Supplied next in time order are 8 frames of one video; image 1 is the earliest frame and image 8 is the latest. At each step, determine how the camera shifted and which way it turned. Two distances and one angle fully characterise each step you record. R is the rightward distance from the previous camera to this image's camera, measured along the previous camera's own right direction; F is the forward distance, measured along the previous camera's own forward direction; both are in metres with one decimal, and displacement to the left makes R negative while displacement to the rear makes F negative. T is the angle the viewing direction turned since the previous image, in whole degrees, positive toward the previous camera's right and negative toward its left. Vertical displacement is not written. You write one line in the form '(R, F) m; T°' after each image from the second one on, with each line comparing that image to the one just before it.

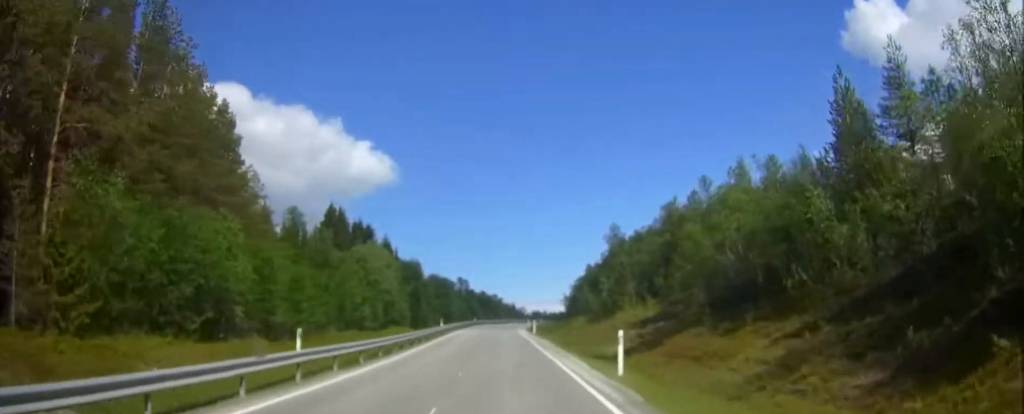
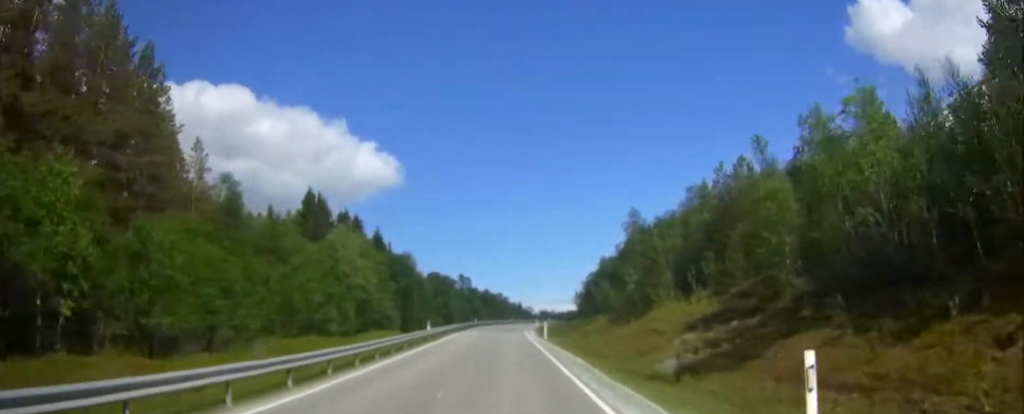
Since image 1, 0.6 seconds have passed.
(-0.2, +12.4) m; -1°
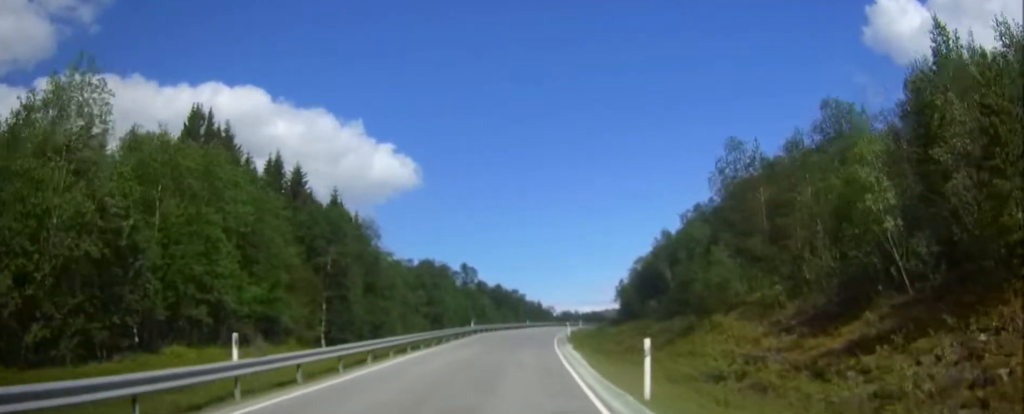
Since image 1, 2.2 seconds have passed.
(-0.6, +34.7) m; -1°
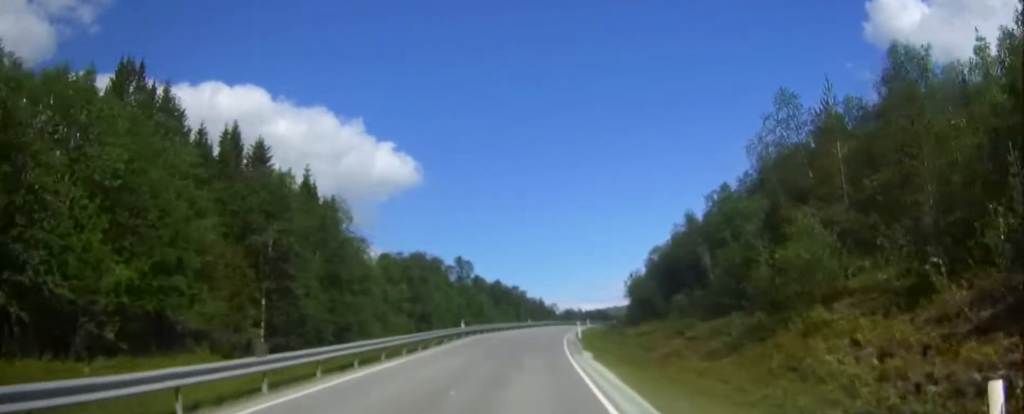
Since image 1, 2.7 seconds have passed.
(+0.1, +10.7) m; 0°
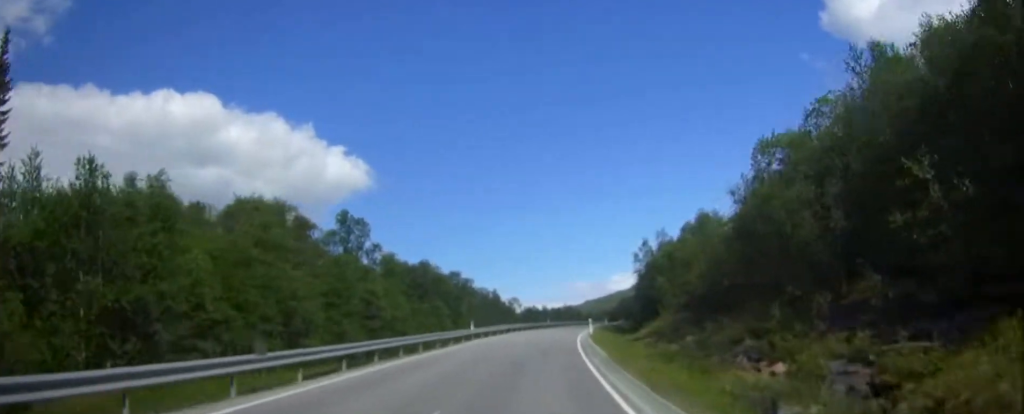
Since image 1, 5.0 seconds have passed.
(+1.1, +48.9) m; +4°
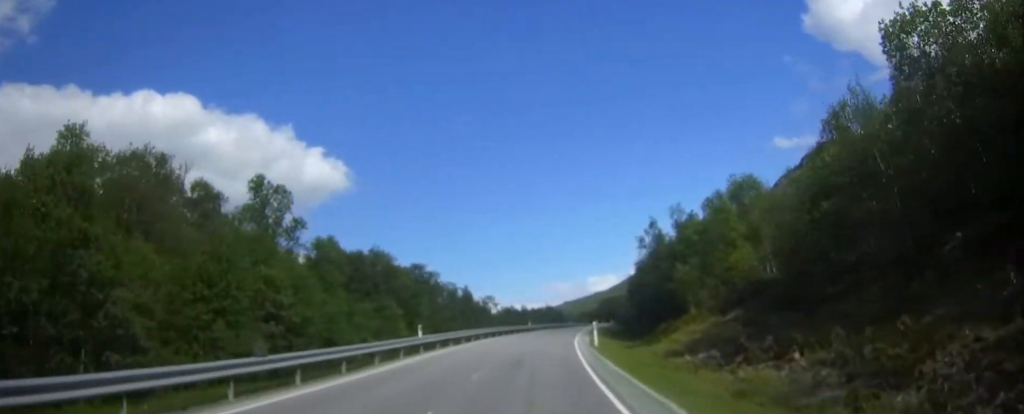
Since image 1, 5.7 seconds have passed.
(+0.4, +15.5) m; +1°
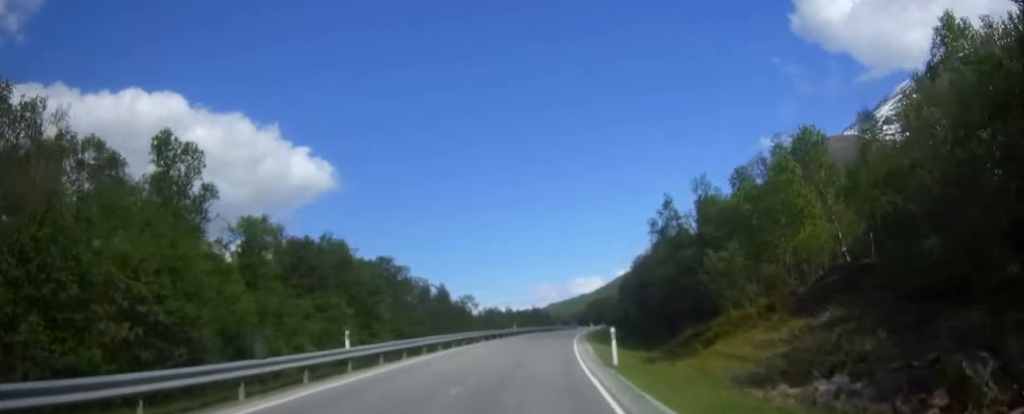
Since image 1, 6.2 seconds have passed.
(+0.1, +11.3) m; +1°
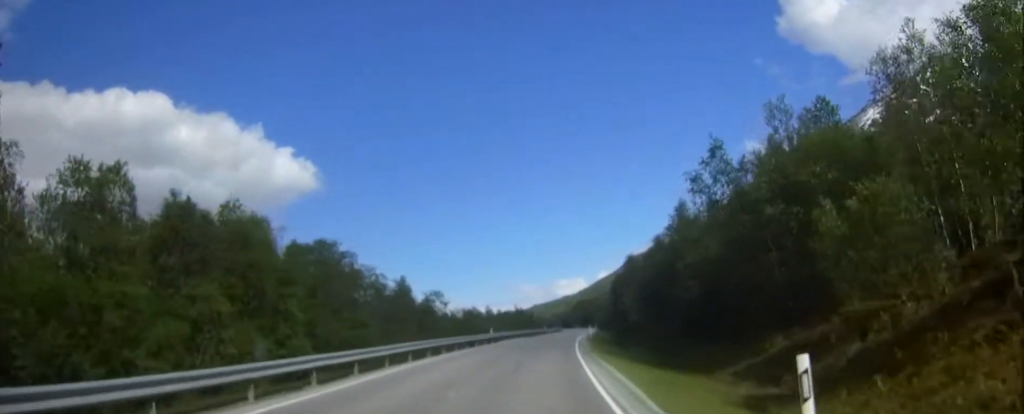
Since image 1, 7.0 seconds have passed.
(-0.1, +15.5) m; +1°
